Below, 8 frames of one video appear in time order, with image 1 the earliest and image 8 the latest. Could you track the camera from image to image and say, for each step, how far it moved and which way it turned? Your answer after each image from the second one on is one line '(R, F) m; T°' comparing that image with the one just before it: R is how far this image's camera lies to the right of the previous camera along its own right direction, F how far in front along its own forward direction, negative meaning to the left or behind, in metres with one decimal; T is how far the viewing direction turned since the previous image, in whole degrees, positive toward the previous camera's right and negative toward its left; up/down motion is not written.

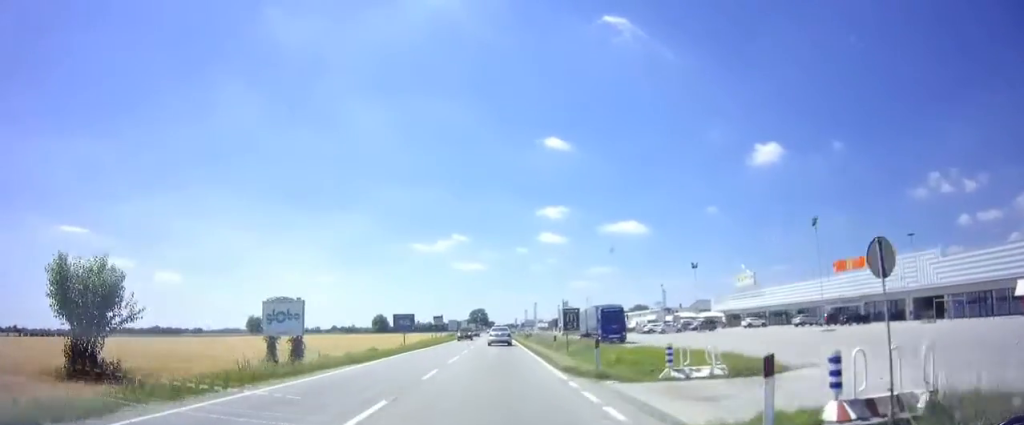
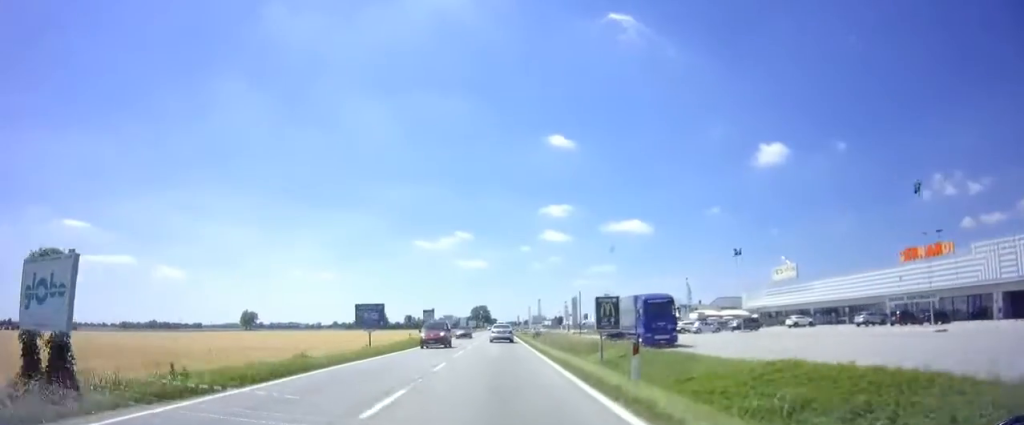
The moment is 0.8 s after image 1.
(-0.2, +14.2) m; 0°
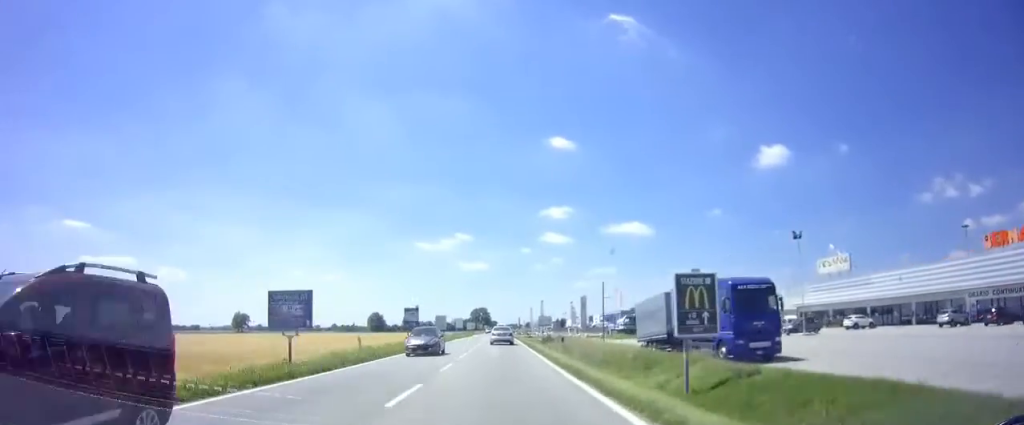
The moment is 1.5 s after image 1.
(+0.3, +13.6) m; 0°
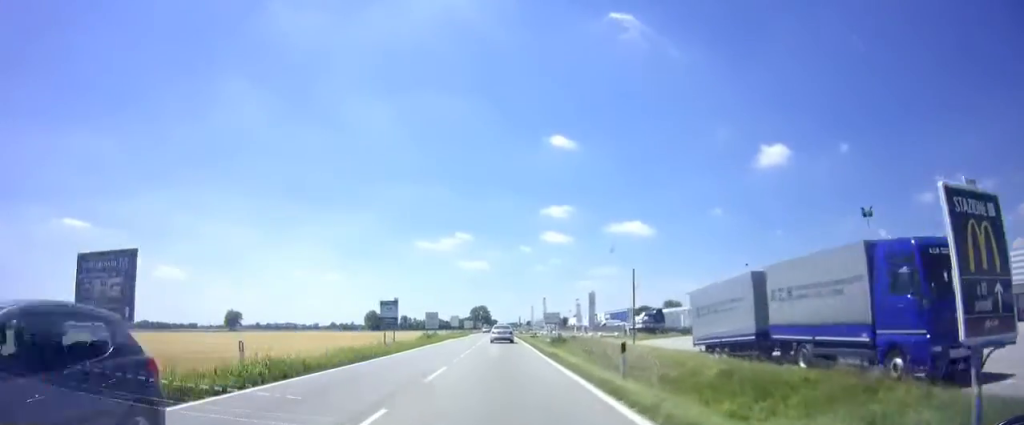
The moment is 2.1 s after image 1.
(-0.1, +11.1) m; 0°
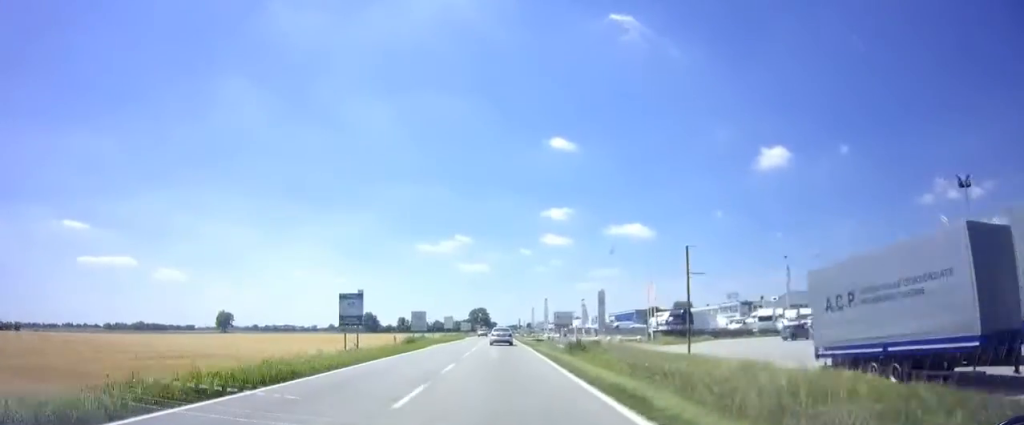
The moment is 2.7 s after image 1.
(-0.2, +11.1) m; 0°
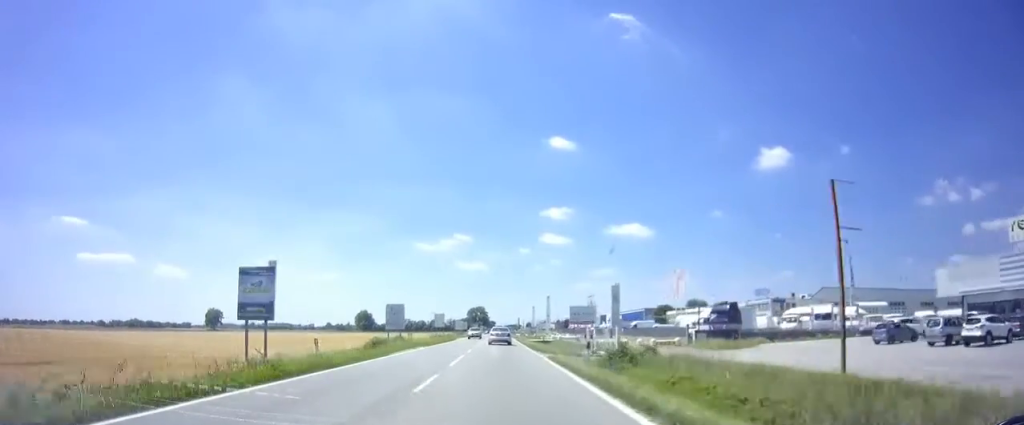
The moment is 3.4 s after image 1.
(+0.3, +13.0) m; +1°
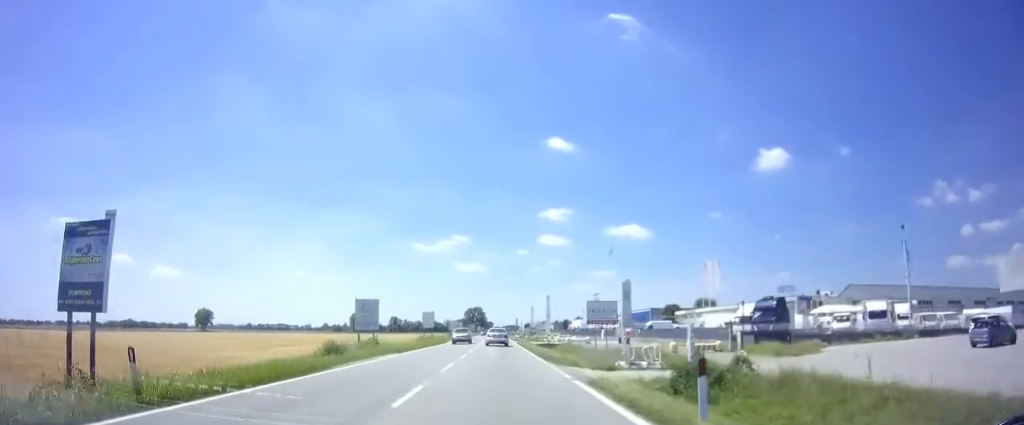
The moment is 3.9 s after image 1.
(+0.1, +9.9) m; 0°
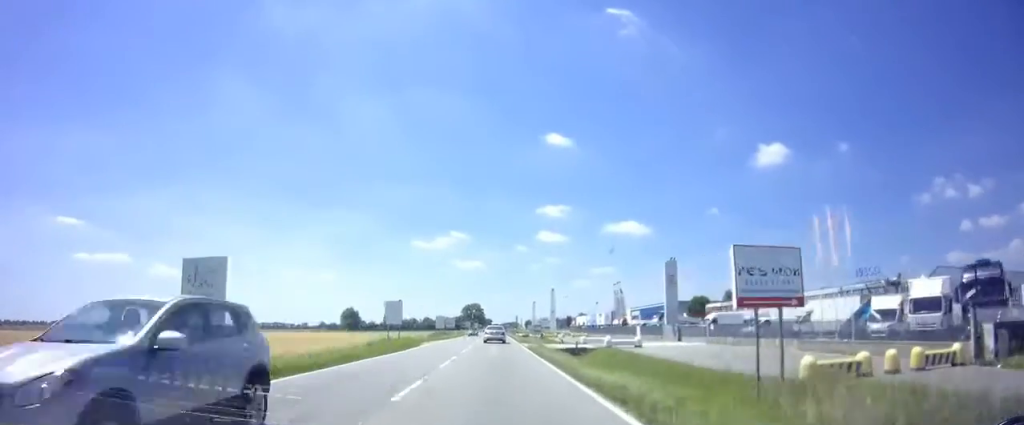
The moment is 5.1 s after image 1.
(-0.1, +21.7) m; -1°
